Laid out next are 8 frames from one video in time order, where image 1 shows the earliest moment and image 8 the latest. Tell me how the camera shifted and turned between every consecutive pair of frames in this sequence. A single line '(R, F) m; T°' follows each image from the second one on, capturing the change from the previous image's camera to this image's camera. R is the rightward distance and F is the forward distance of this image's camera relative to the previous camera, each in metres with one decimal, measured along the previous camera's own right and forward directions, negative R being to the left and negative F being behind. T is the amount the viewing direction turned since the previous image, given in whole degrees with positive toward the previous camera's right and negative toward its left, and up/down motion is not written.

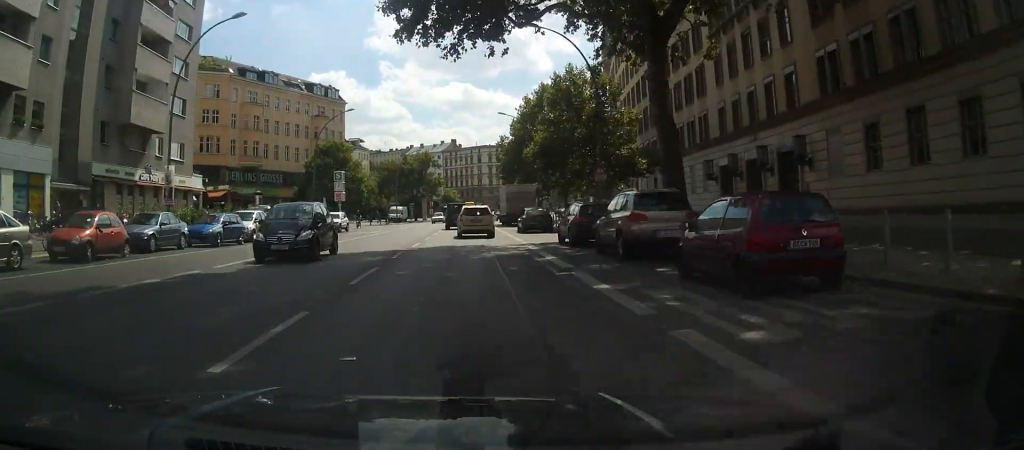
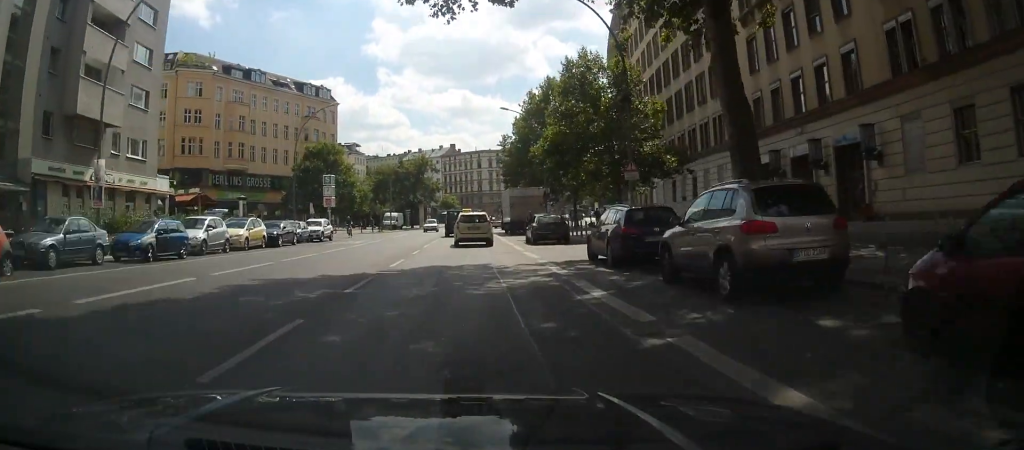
(-0.1, +6.1) m; 0°
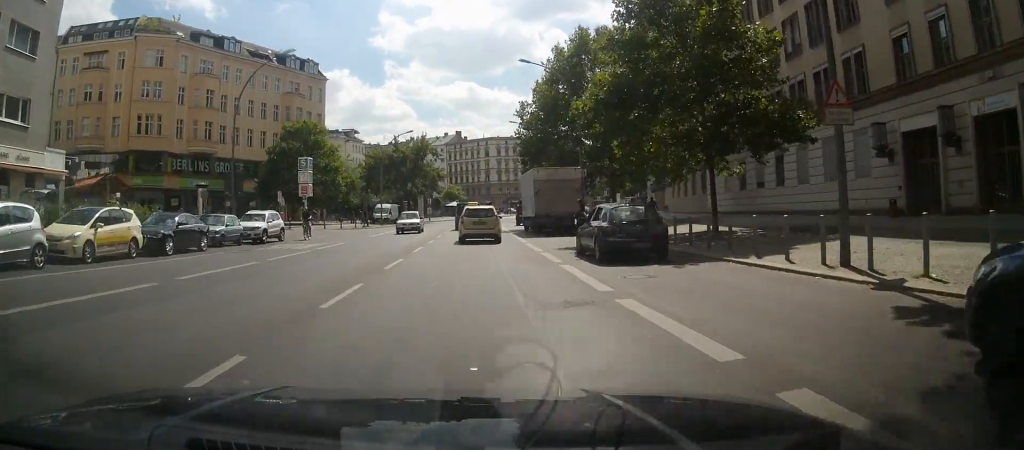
(+0.2, +14.3) m; 0°
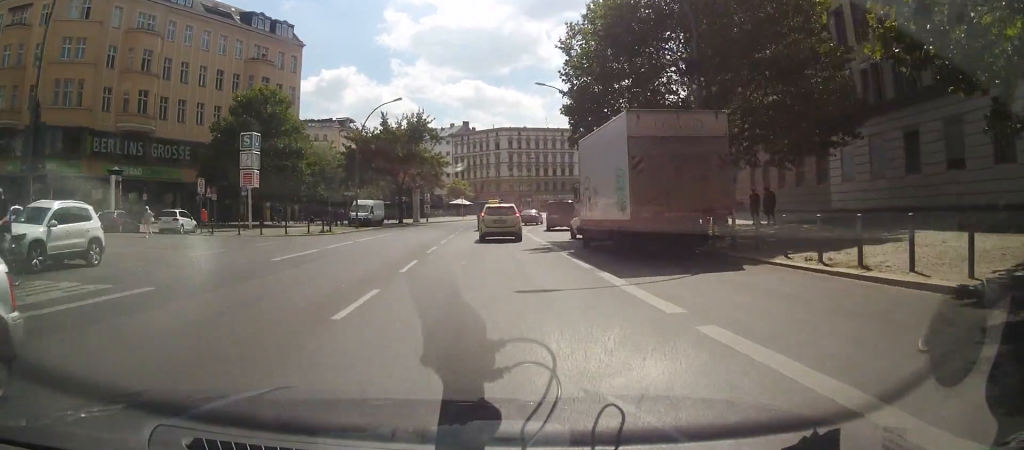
(+0.1, +19.3) m; 0°
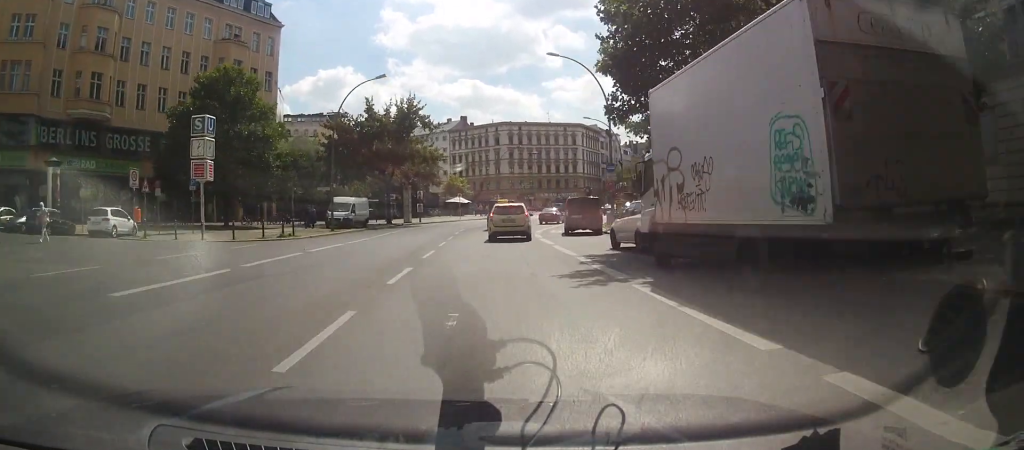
(-0.1, +8.5) m; 0°
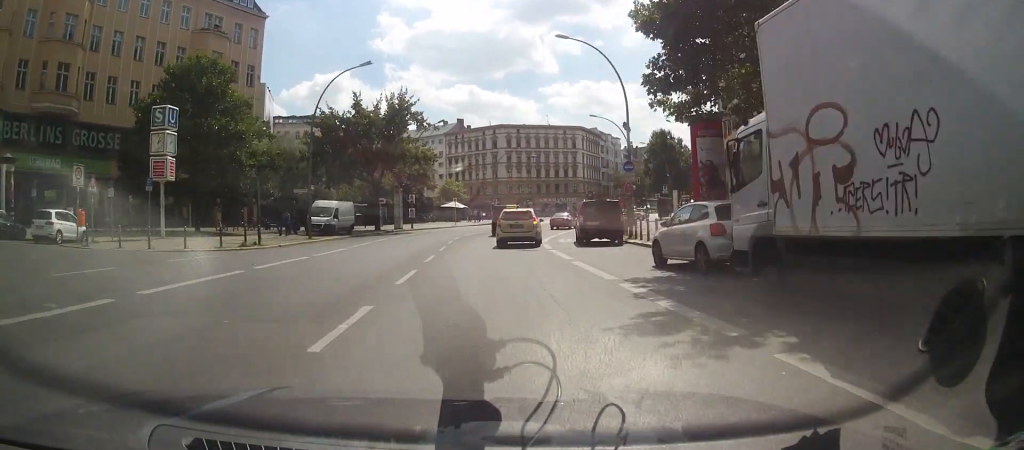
(-0.2, +5.1) m; 0°
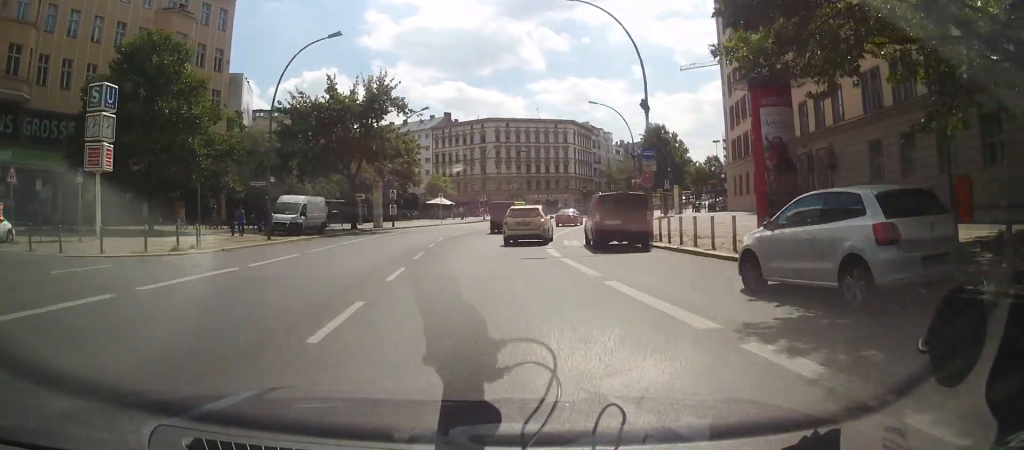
(+0.2, +5.6) m; +2°
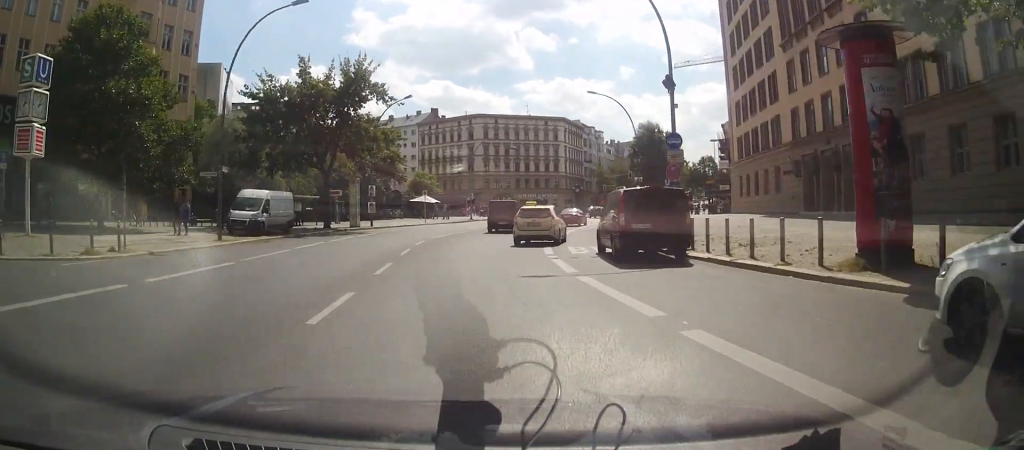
(+0.1, +5.0) m; +2°
